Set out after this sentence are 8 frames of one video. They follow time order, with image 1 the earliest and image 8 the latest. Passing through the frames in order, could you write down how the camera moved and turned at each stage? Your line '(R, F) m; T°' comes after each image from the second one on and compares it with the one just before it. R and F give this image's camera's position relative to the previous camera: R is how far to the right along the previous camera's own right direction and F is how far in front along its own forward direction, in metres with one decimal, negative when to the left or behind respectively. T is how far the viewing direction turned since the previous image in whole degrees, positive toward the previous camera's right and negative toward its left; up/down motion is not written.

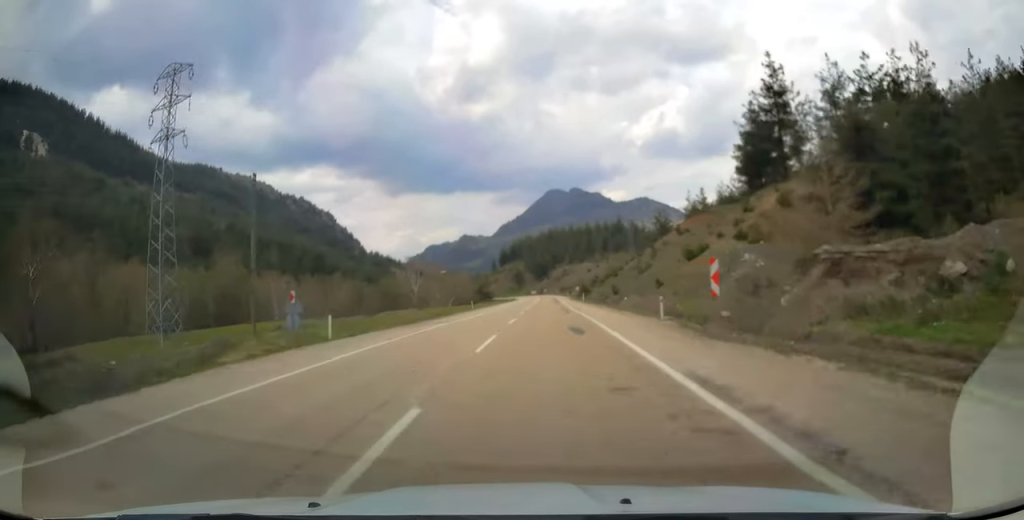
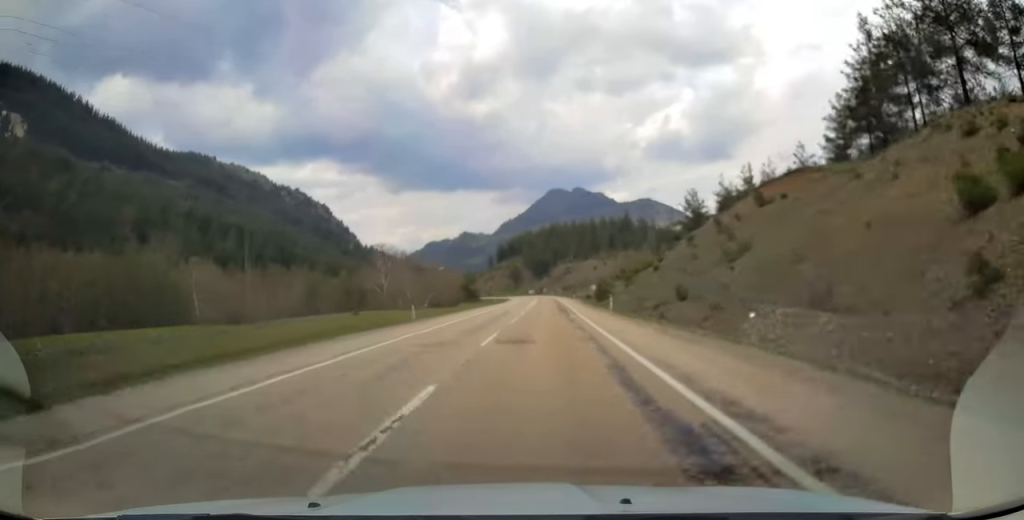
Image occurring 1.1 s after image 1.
(0.0, +31.1) m; 0°
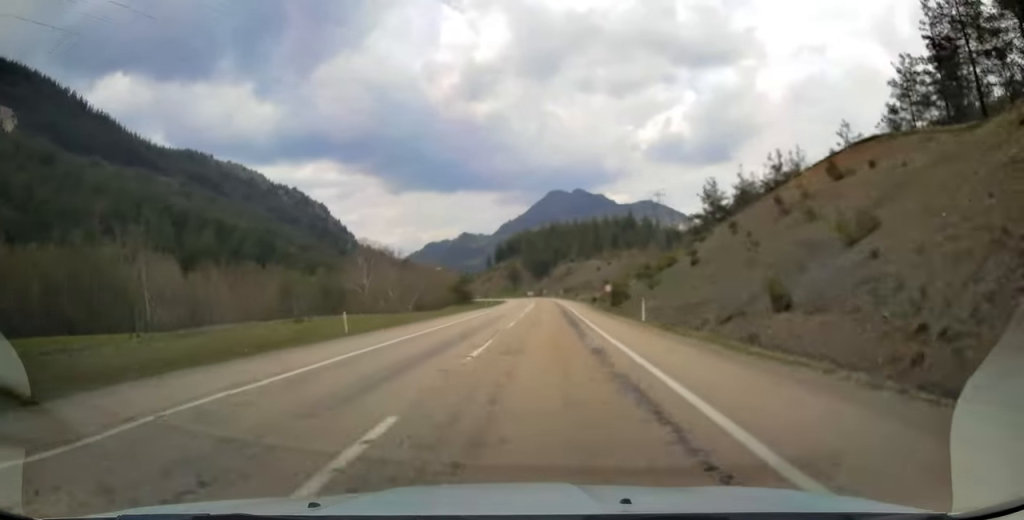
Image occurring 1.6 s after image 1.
(0.0, +14.1) m; 0°
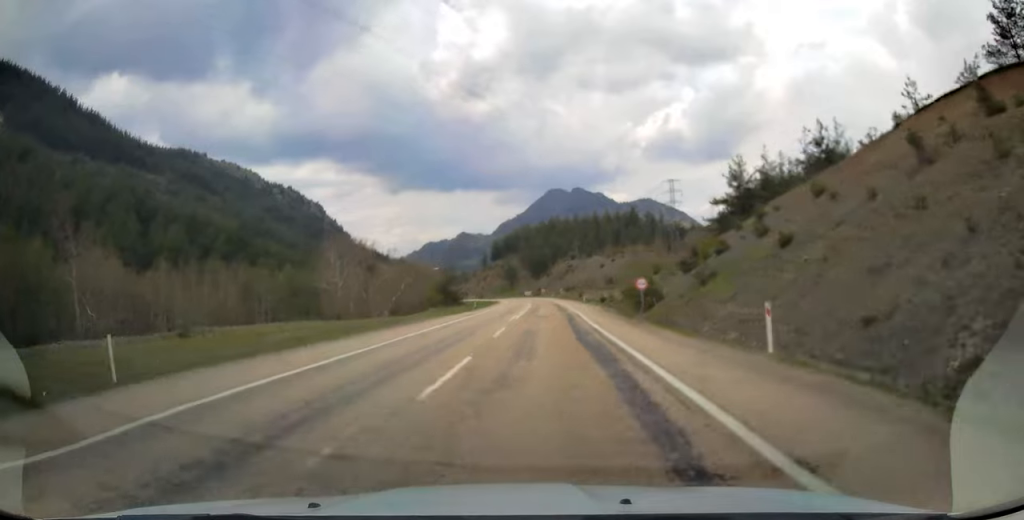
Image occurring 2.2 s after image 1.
(0.0, +16.0) m; 0°
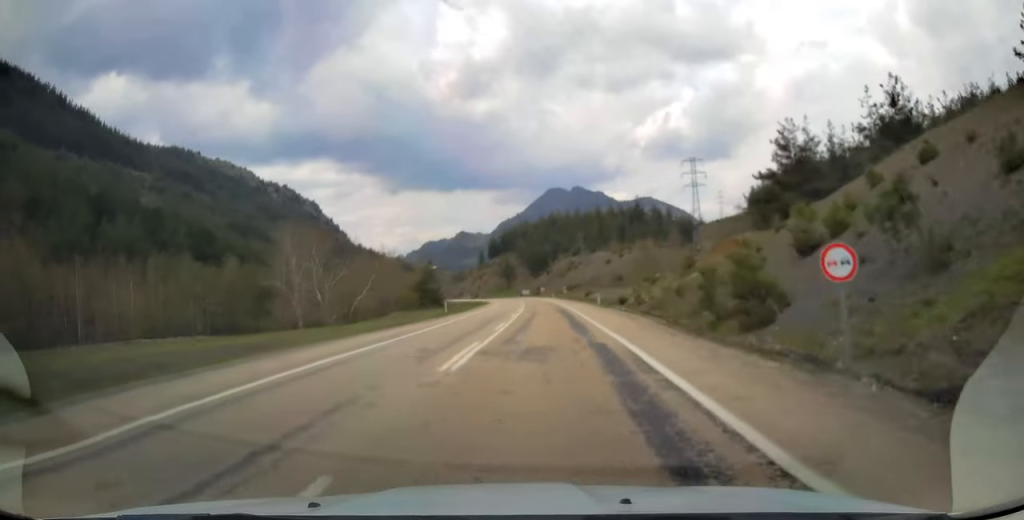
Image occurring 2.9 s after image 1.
(0.0, +19.7) m; 0°
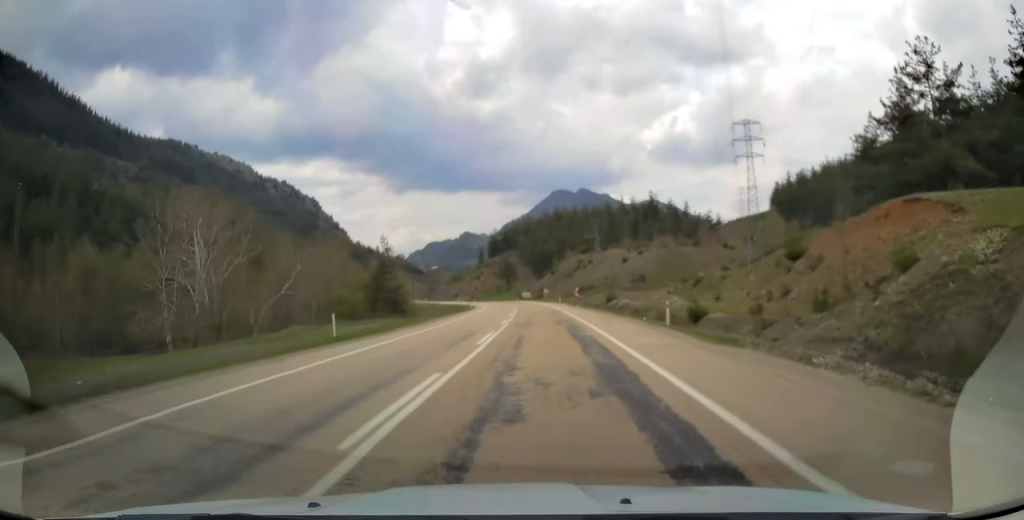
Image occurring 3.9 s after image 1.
(-0.2, +28.0) m; -1°
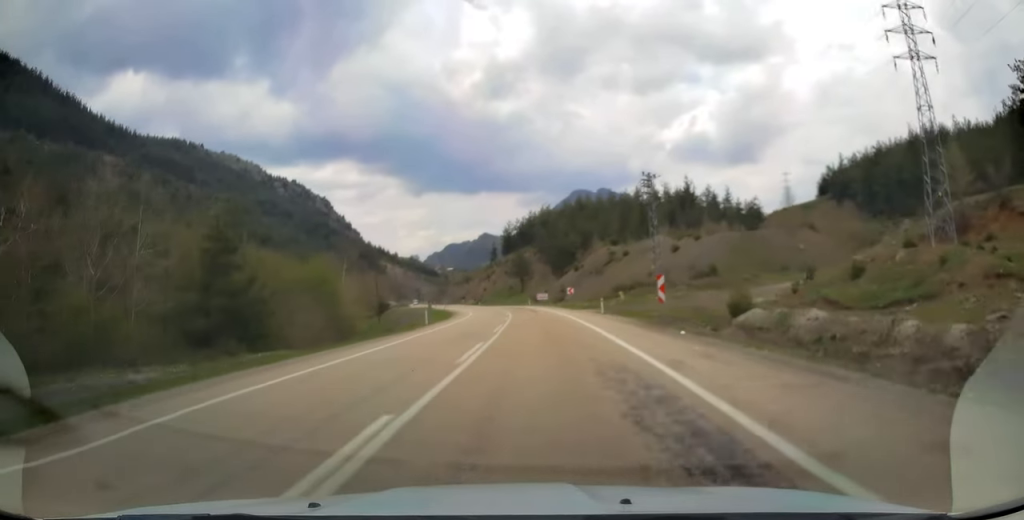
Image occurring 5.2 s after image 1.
(-0.4, +38.1) m; -2°
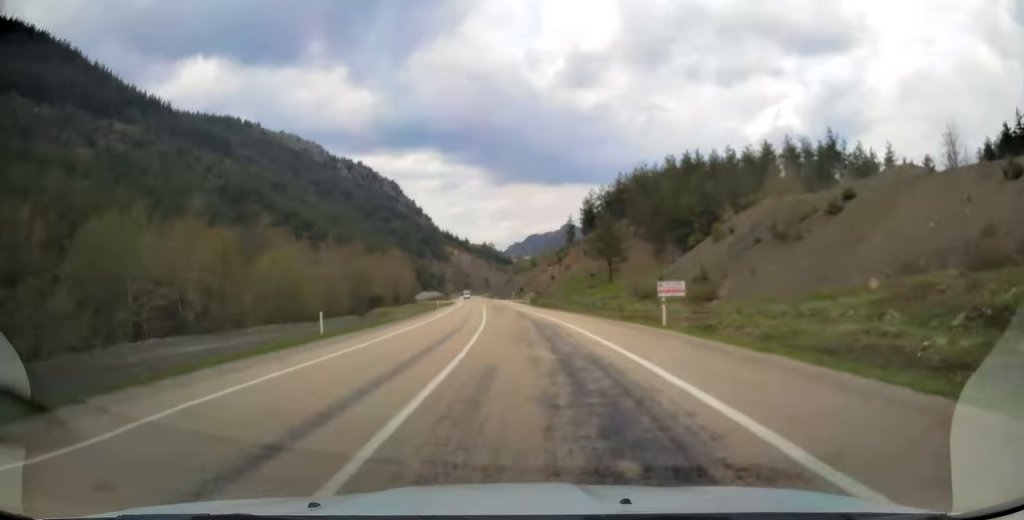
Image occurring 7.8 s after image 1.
(-3.6, +71.8) m; -7°
